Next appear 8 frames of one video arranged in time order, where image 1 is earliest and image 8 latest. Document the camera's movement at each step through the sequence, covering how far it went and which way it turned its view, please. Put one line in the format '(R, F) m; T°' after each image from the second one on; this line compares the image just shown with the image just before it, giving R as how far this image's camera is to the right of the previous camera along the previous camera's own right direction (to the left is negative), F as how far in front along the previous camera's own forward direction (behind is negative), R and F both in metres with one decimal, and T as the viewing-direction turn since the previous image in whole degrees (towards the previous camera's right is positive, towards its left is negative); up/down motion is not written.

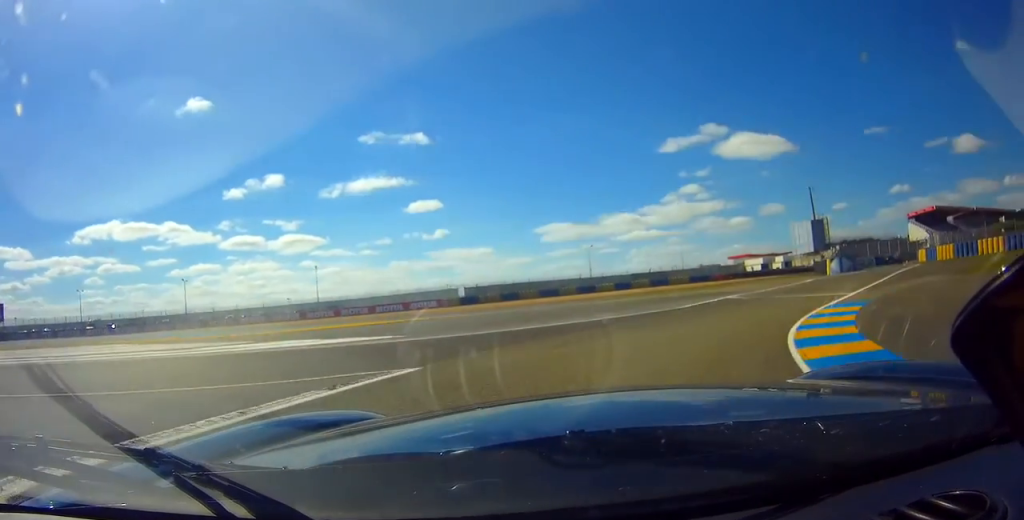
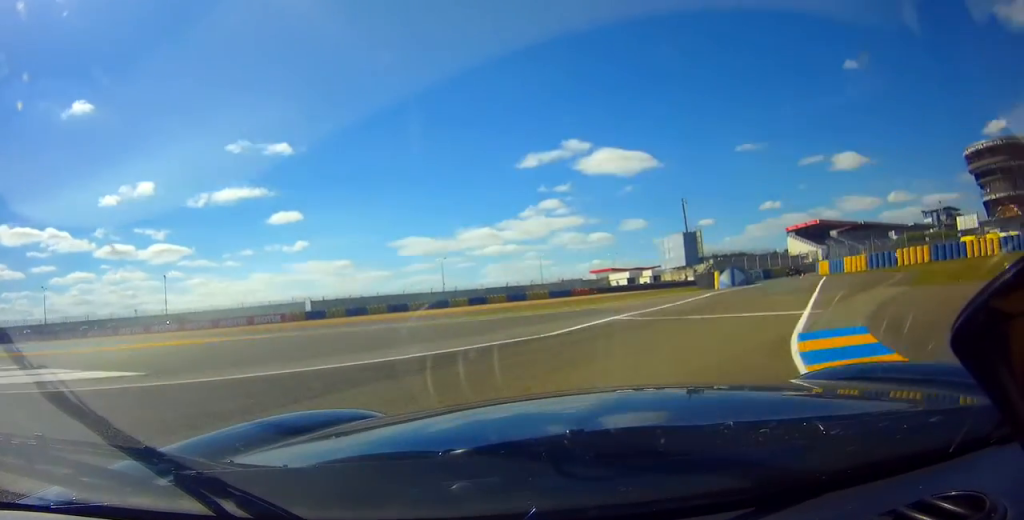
(+0.9, +5.5) m; +9°
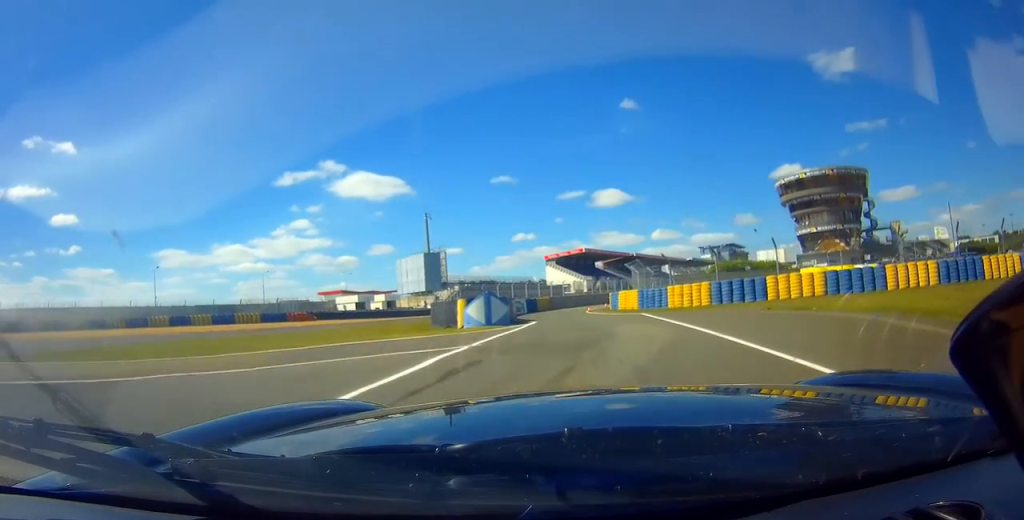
(+2.8, +15.5) m; +14°
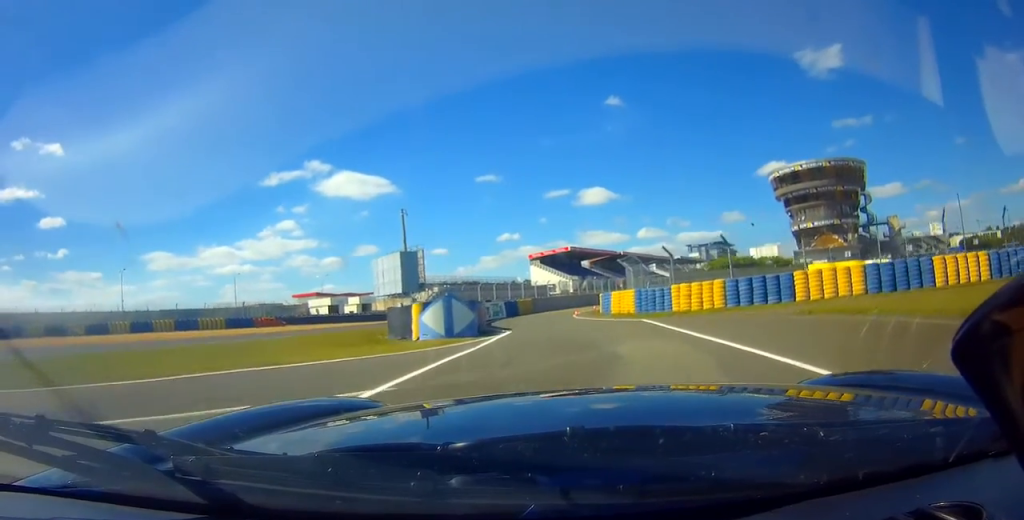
(0.0, +5.2) m; 0°
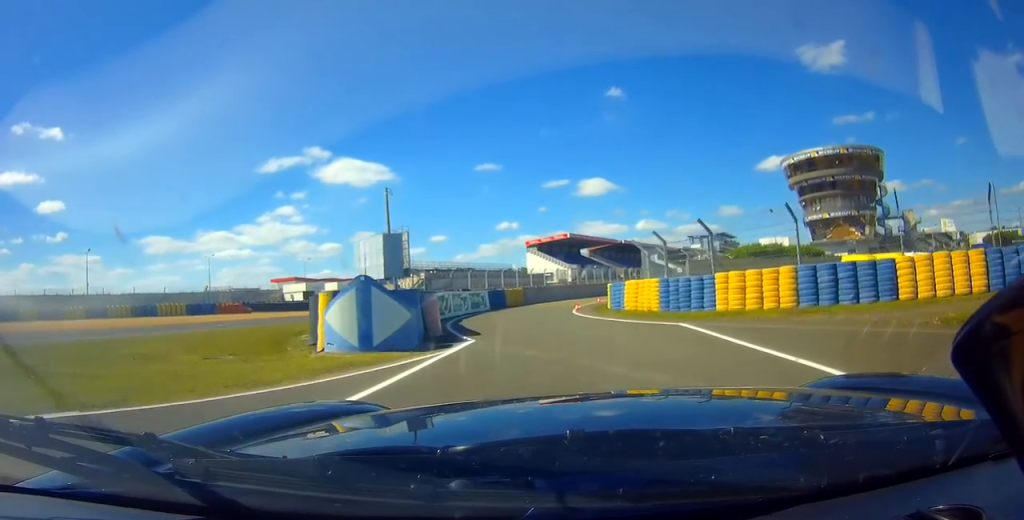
(0.0, +7.8) m; -2°
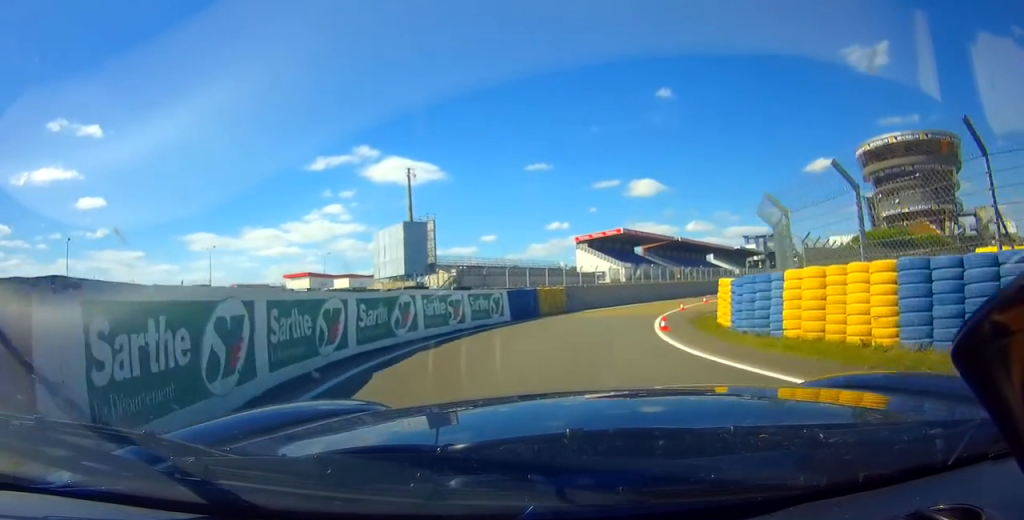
(-0.4, +12.9) m; +1°
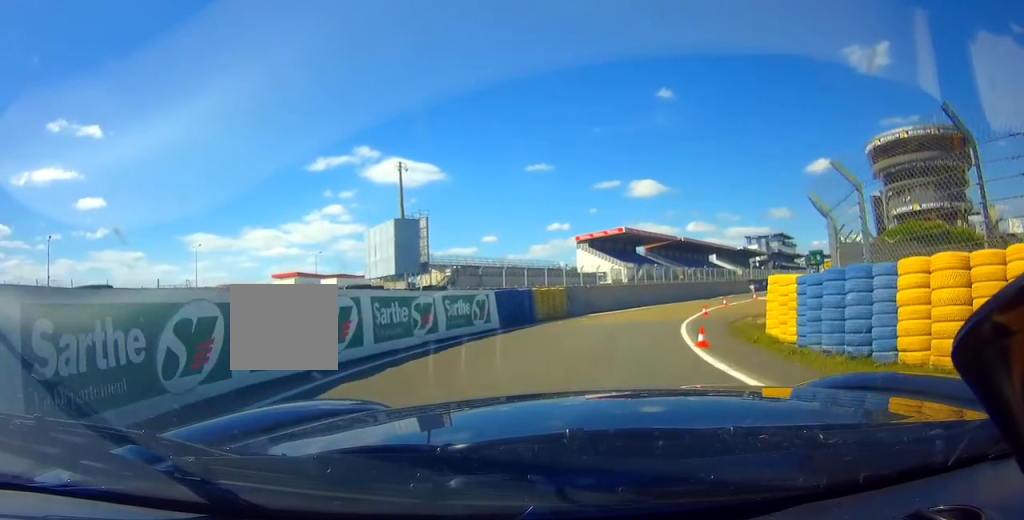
(+0.2, +3.7) m; +2°
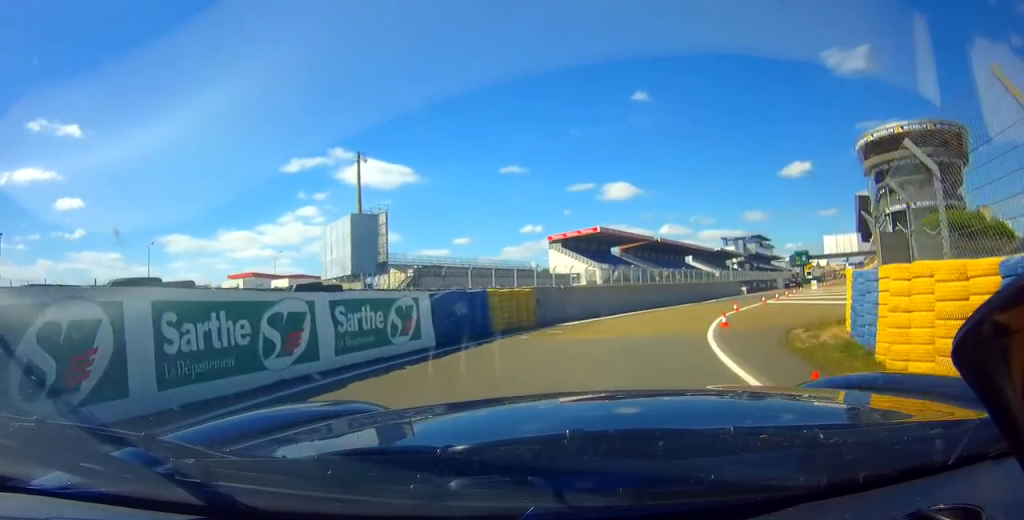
(+0.2, +5.3) m; +4°
